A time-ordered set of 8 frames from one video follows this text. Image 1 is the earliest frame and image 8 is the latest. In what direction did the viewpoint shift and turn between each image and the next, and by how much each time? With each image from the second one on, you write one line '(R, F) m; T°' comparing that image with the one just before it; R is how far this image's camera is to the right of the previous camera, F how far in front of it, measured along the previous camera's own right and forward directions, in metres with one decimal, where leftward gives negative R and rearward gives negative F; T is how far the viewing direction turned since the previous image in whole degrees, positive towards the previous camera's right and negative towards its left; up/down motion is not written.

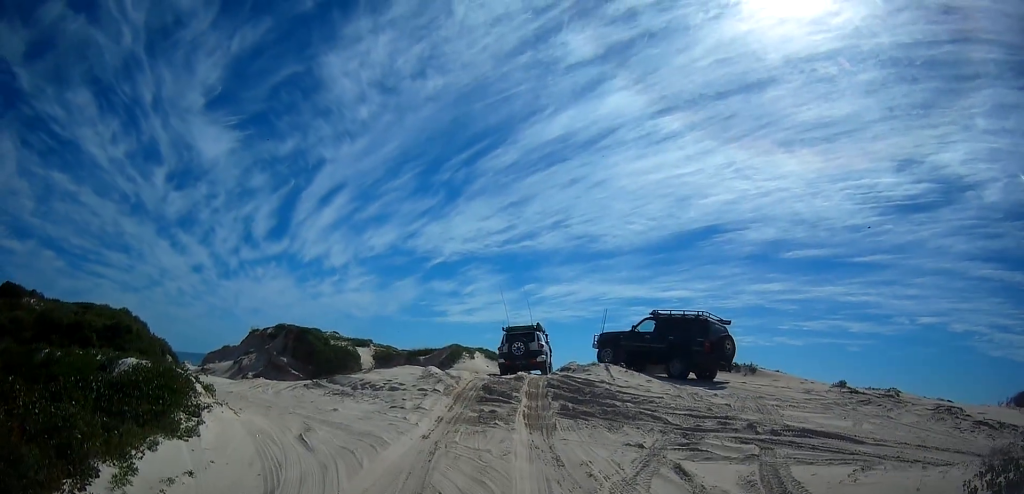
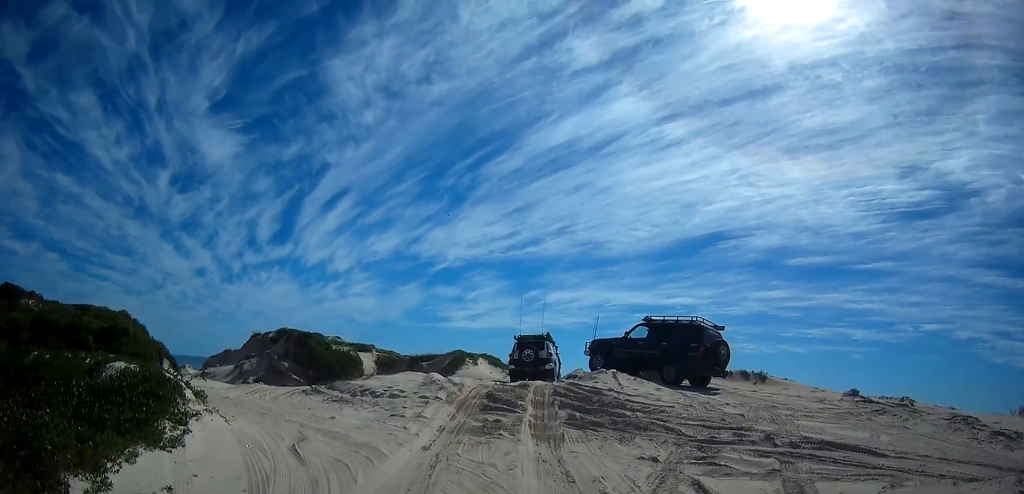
(0.0, +0.6) m; -4°
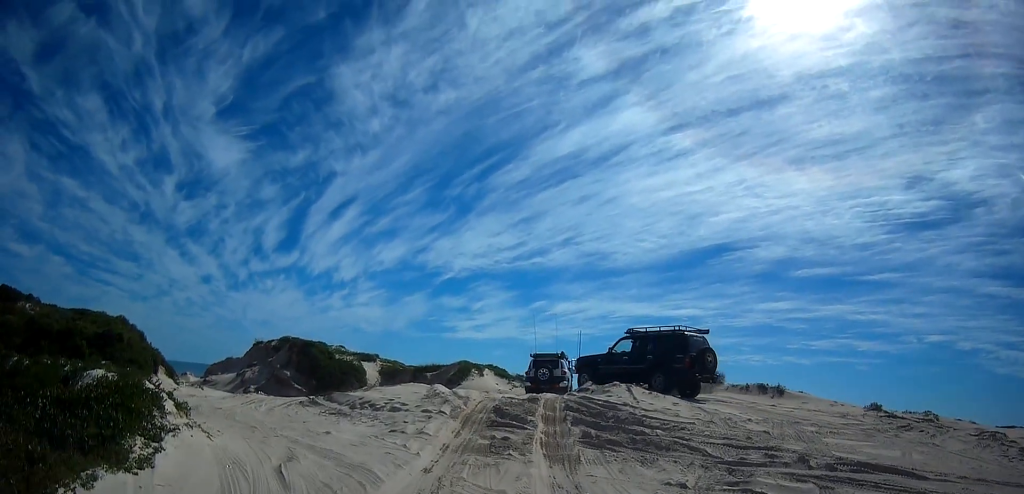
(0.0, +0.9) m; -5°
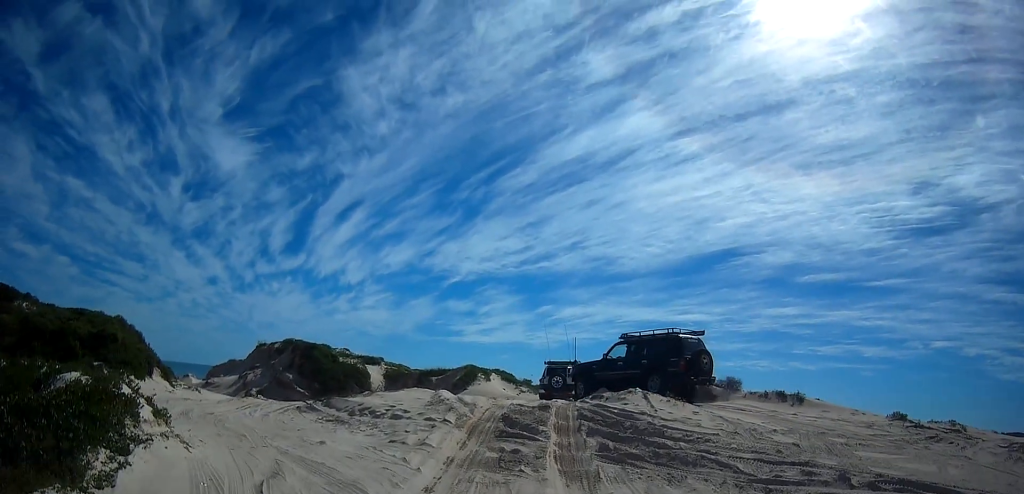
(-0.1, +0.9) m; 0°
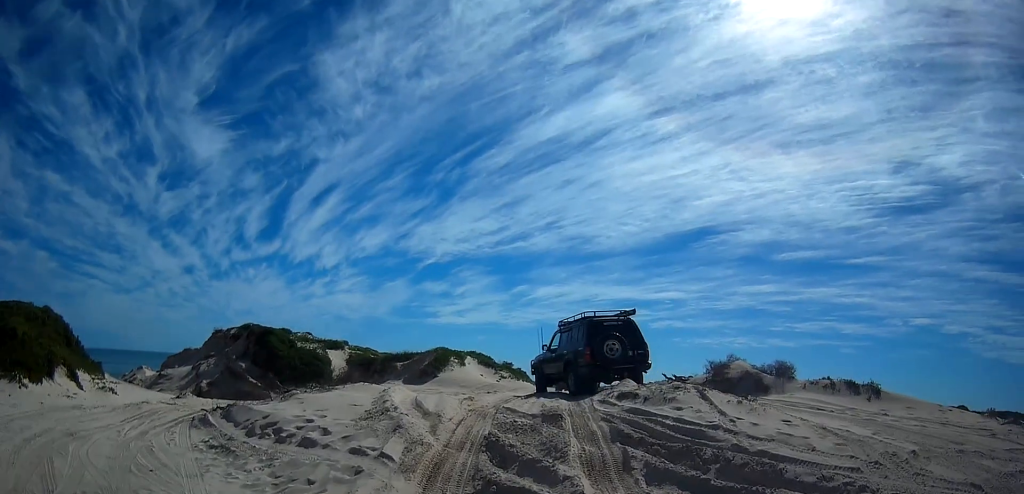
(+0.5, +4.9) m; +3°
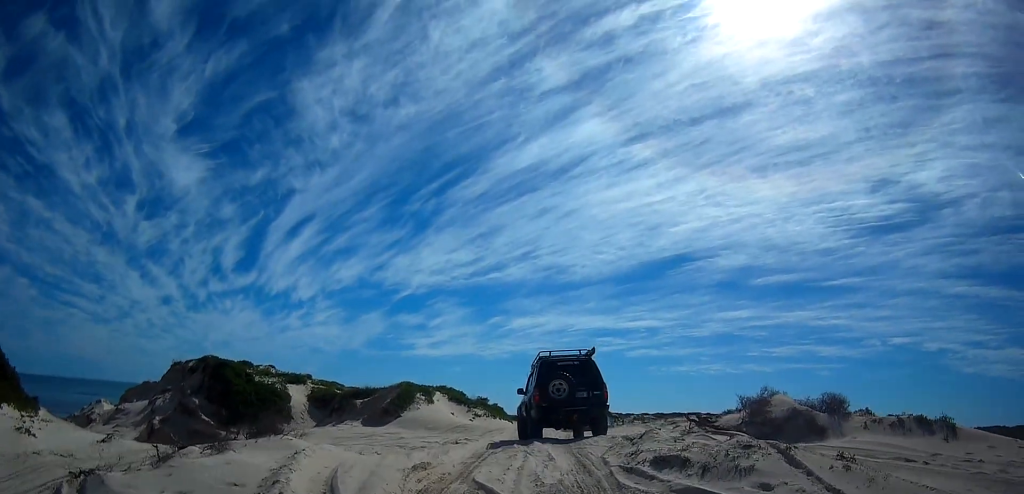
(+0.1, +3.8) m; +11°
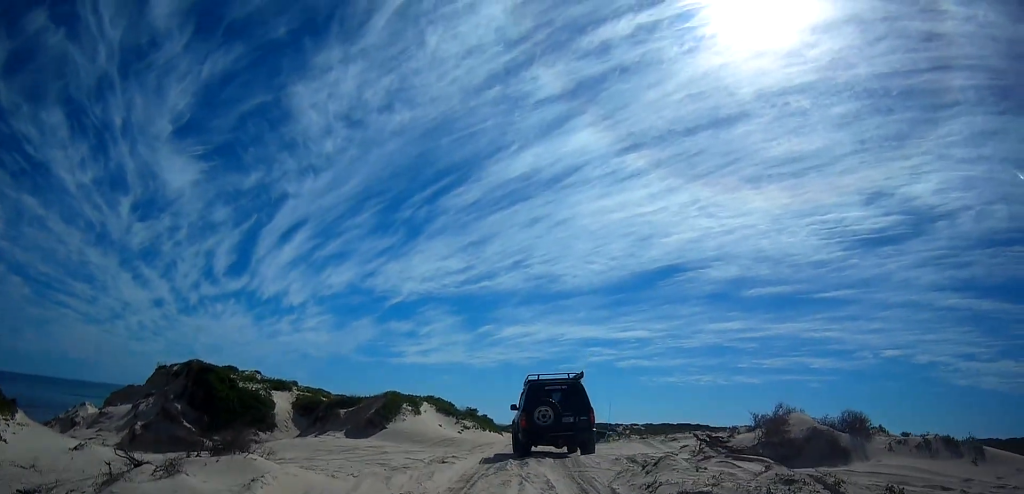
(+0.2, +1.0) m; +3°
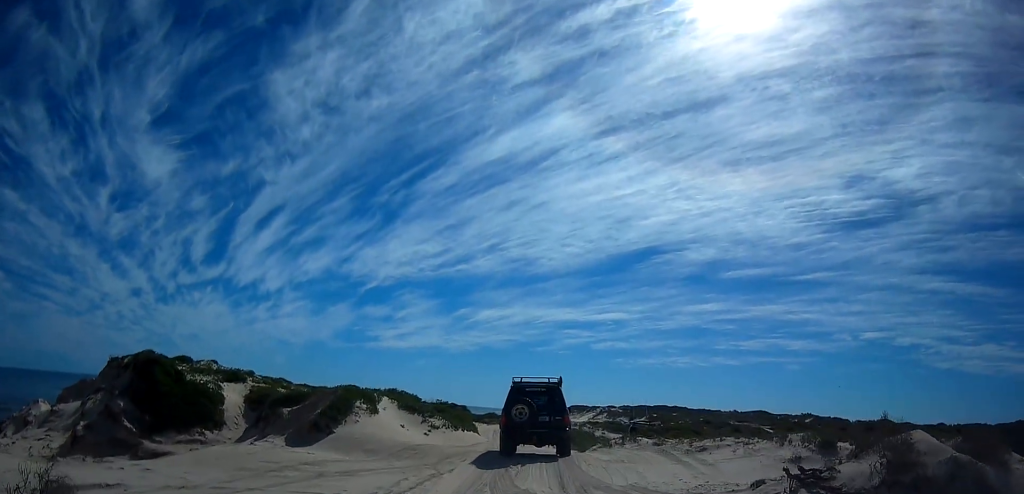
(-0.4, +4.4) m; -1°
